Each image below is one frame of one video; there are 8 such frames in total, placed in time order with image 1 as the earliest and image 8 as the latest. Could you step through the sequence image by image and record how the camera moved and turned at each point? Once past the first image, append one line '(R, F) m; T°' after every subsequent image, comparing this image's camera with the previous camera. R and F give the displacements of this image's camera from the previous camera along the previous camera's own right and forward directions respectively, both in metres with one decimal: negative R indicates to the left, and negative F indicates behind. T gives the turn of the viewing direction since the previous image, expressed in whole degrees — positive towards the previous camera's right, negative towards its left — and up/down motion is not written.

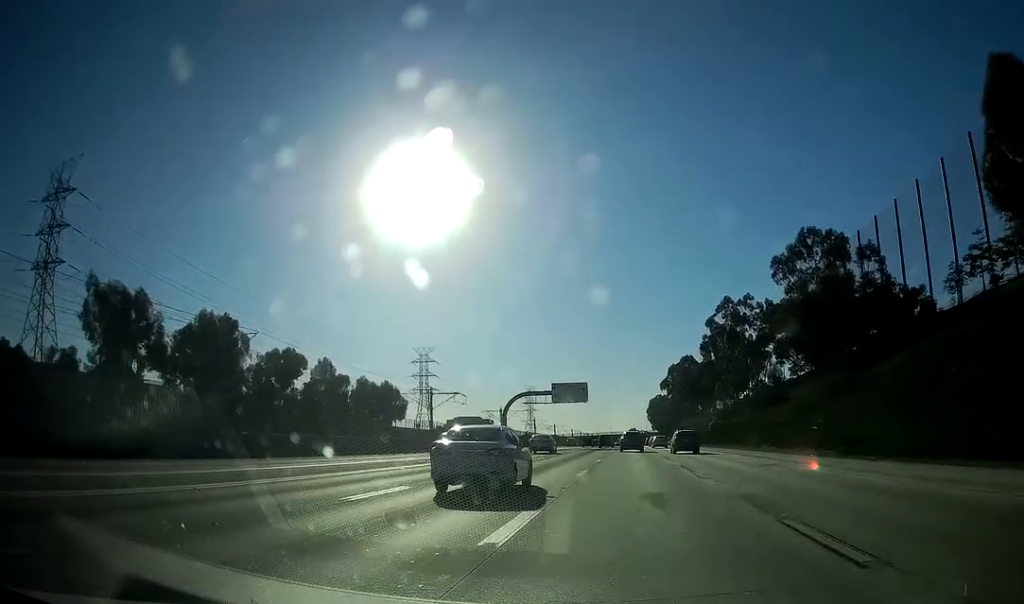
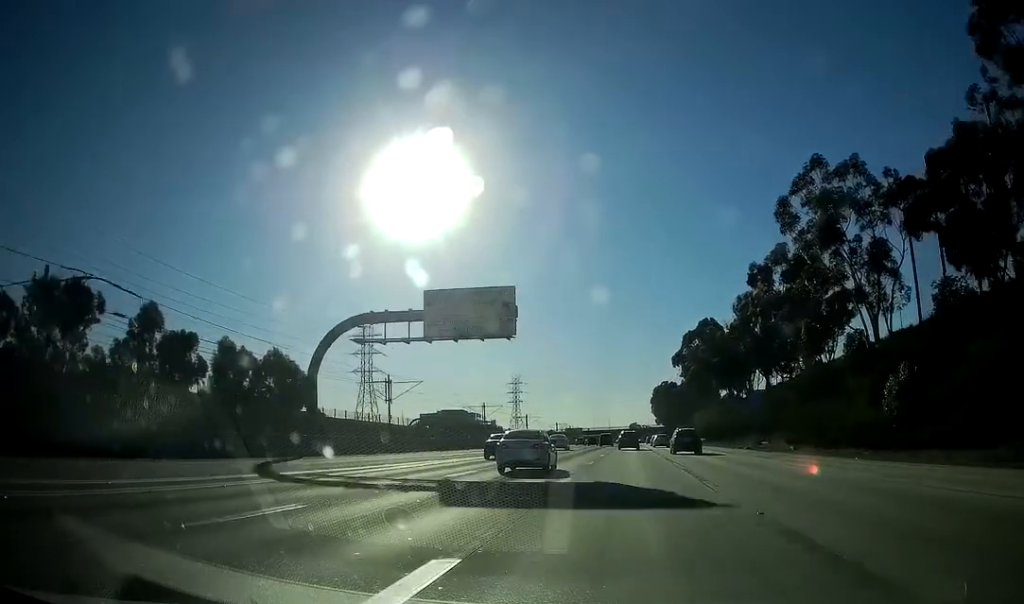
(0.0, +63.9) m; 0°
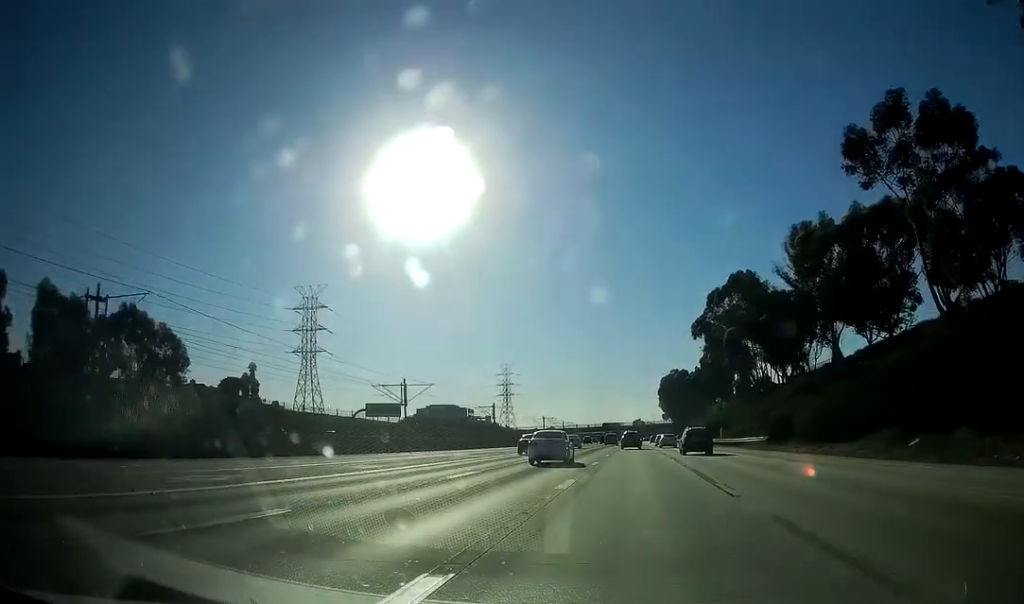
(-0.2, +44.4) m; 0°
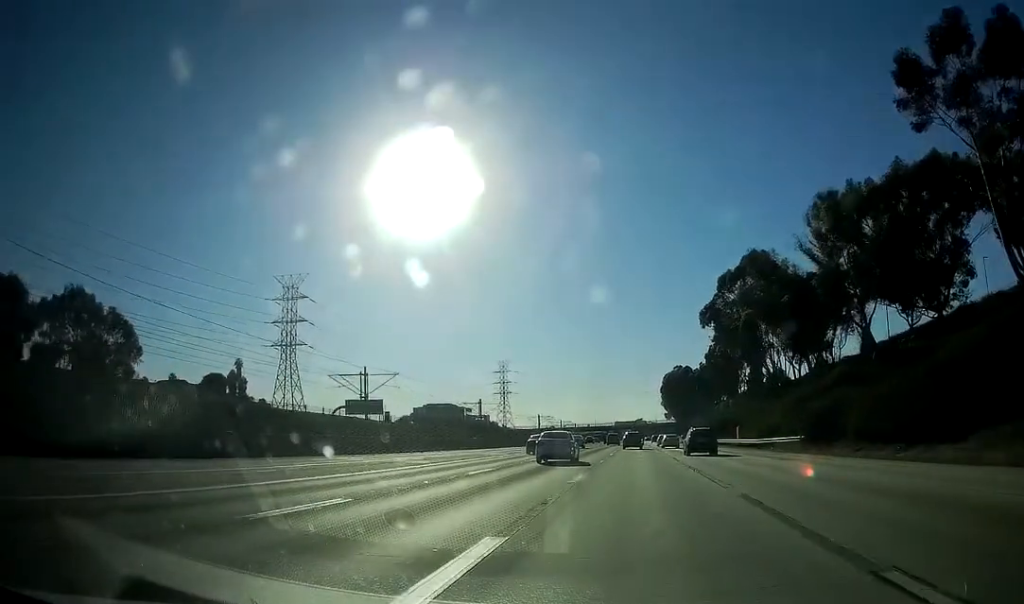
(+0.2, +11.8) m; 0°
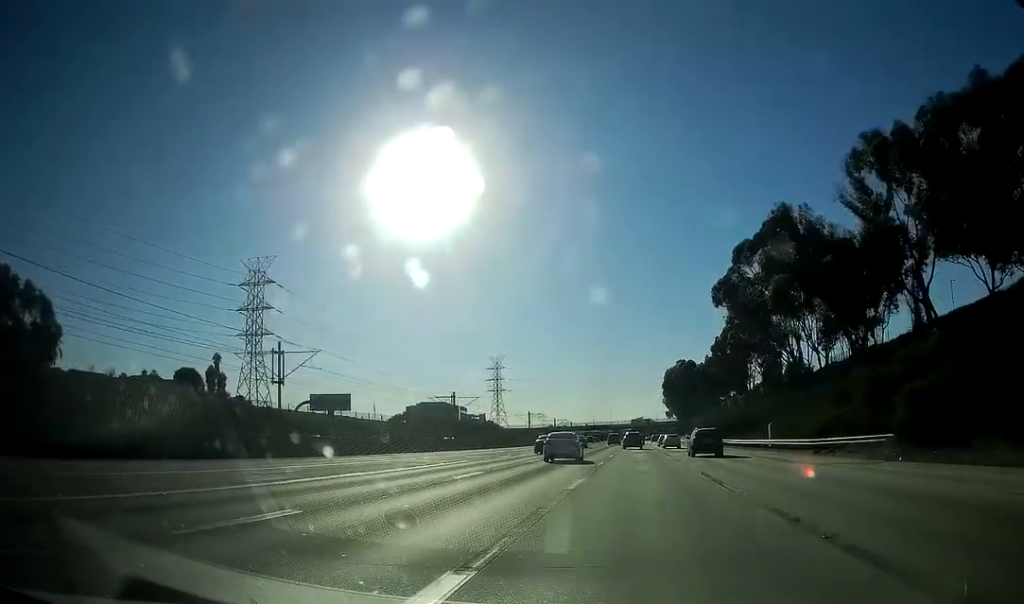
(0.0, +16.3) m; 0°
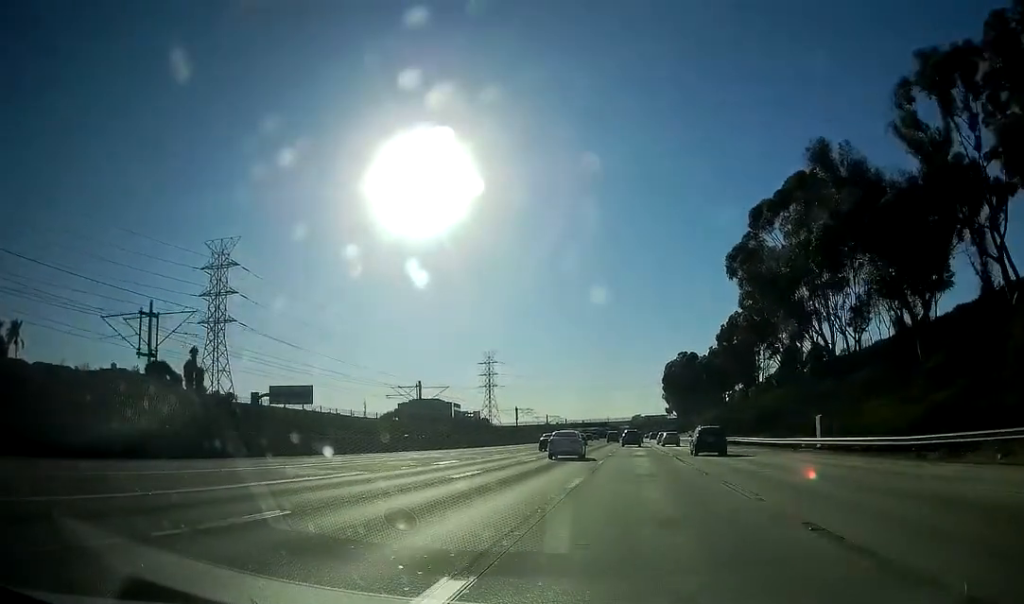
(-0.1, +15.4) m; 0°
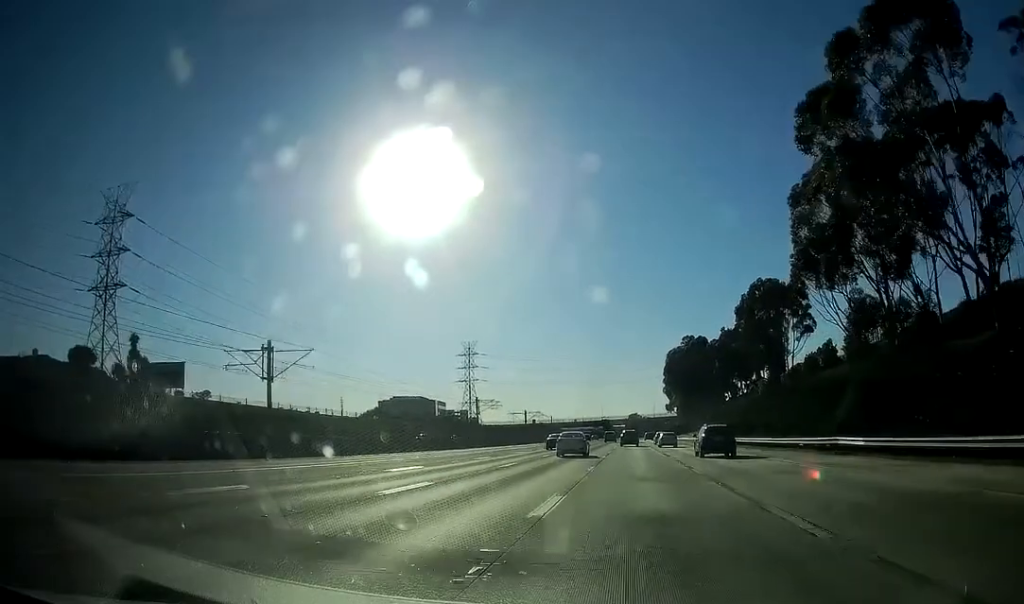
(+0.1, +34.9) m; 0°
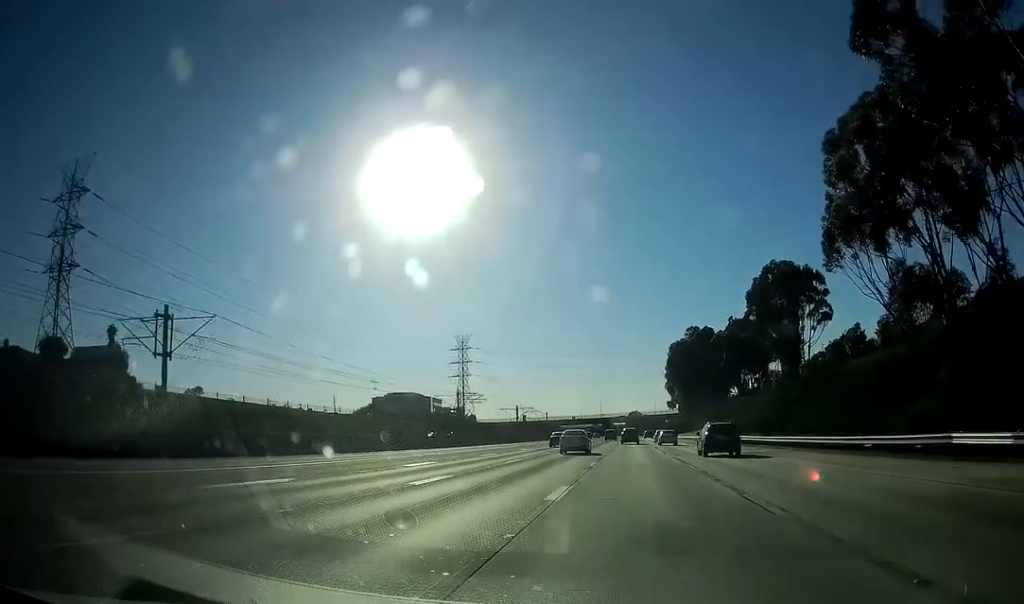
(+0.1, +12.1) m; 0°
